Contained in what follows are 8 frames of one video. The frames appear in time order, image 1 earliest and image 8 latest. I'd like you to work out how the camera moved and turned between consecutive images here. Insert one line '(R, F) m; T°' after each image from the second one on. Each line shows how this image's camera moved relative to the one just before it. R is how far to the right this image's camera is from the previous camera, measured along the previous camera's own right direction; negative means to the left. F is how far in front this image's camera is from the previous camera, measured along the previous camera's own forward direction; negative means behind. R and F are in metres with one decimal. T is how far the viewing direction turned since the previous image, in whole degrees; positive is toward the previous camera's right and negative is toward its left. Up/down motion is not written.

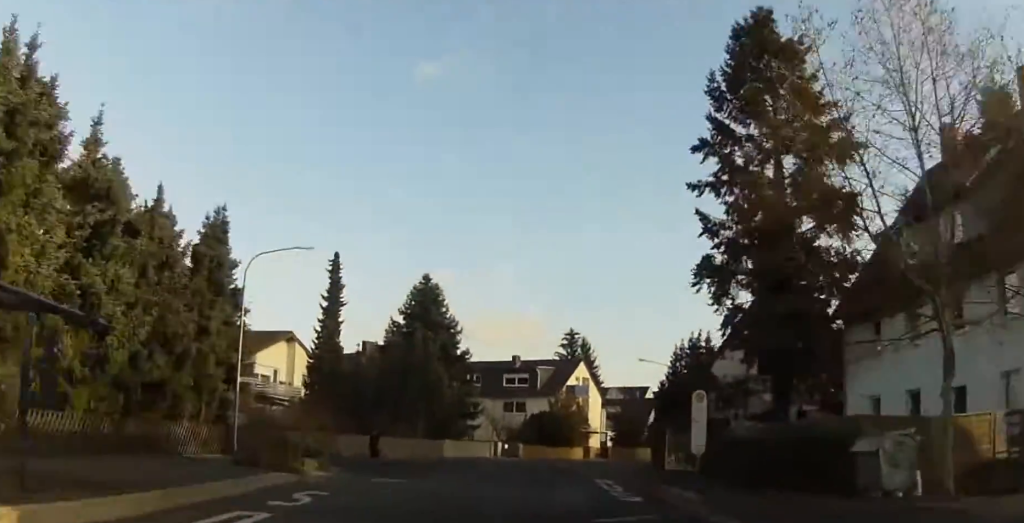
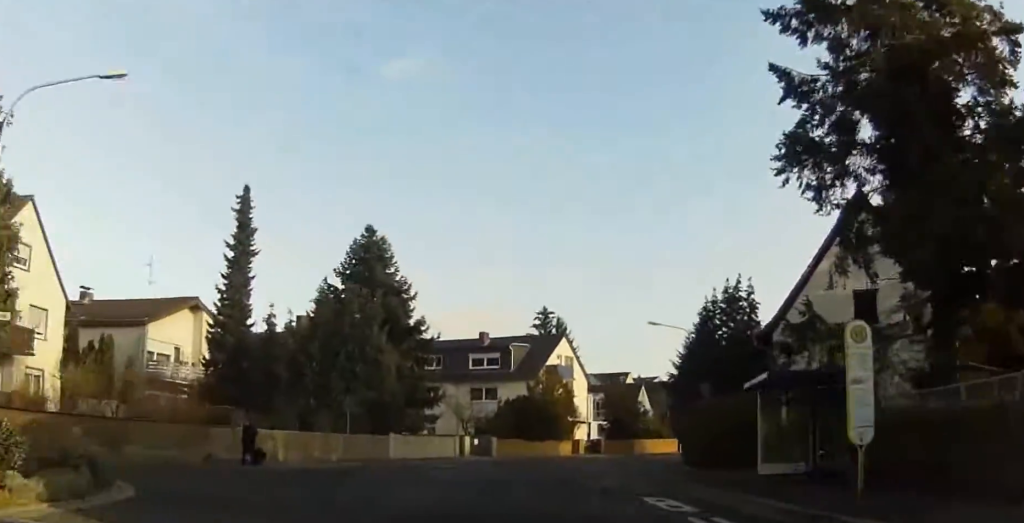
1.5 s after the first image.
(+0.2, +14.6) m; +3°
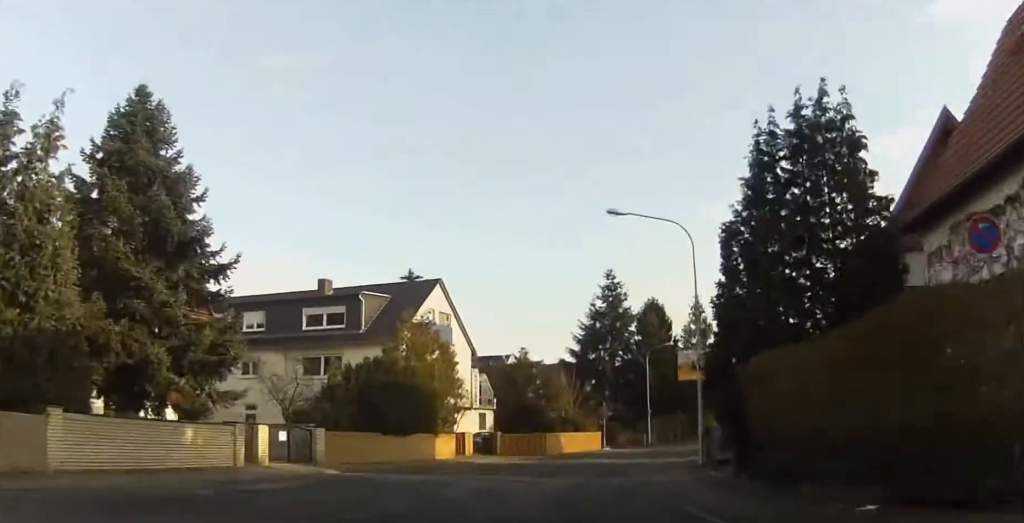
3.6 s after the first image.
(+1.3, +22.8) m; +10°
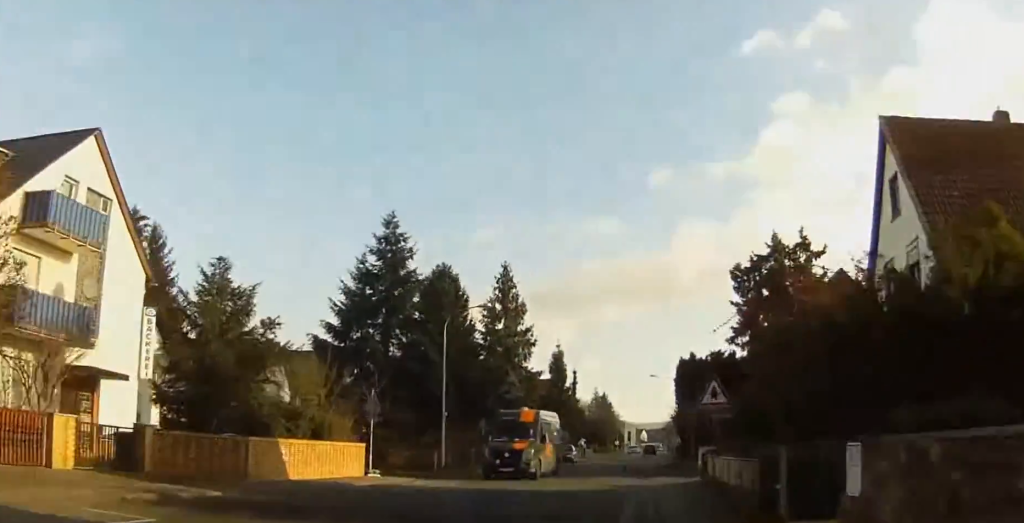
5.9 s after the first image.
(+3.1, +26.2) m; +13°
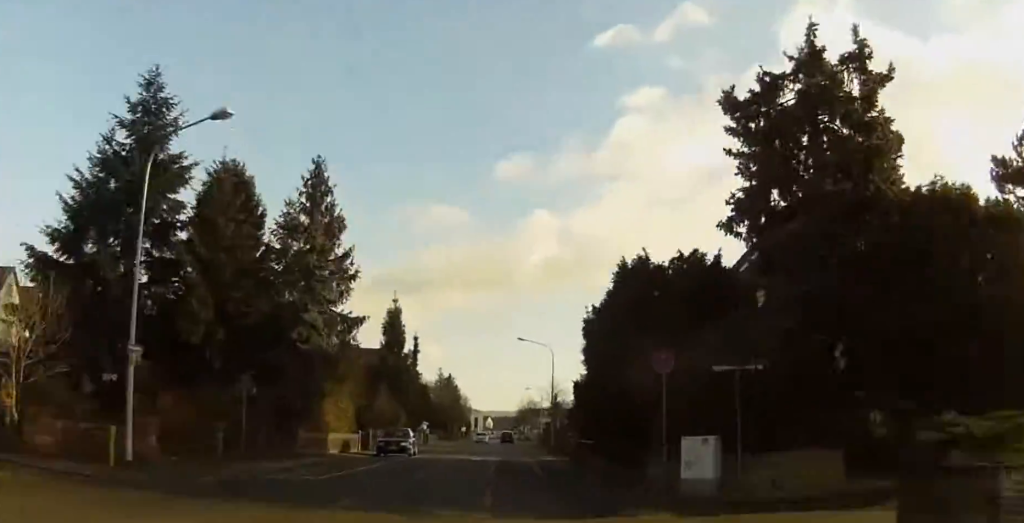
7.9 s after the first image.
(+1.9, +22.8) m; +6°
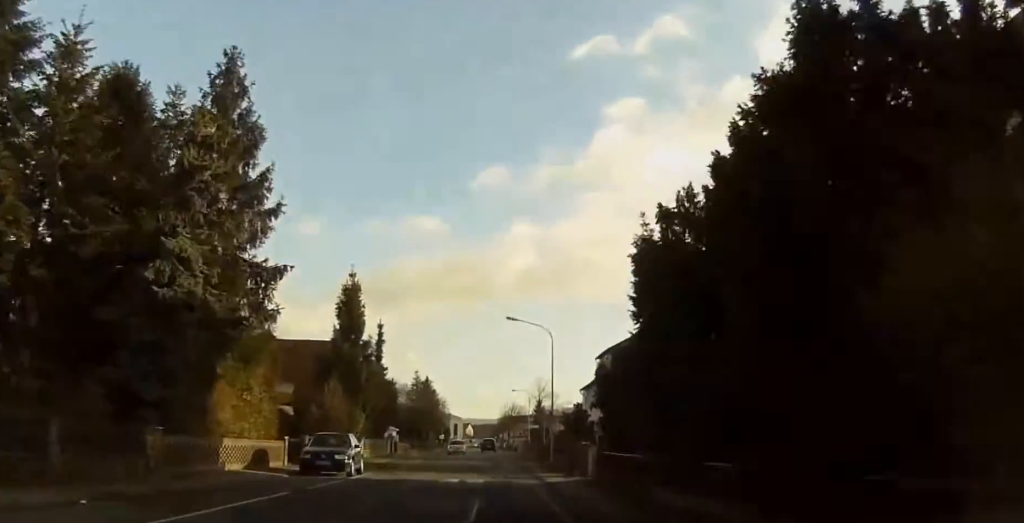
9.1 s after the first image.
(+0.5, +14.5) m; +2°
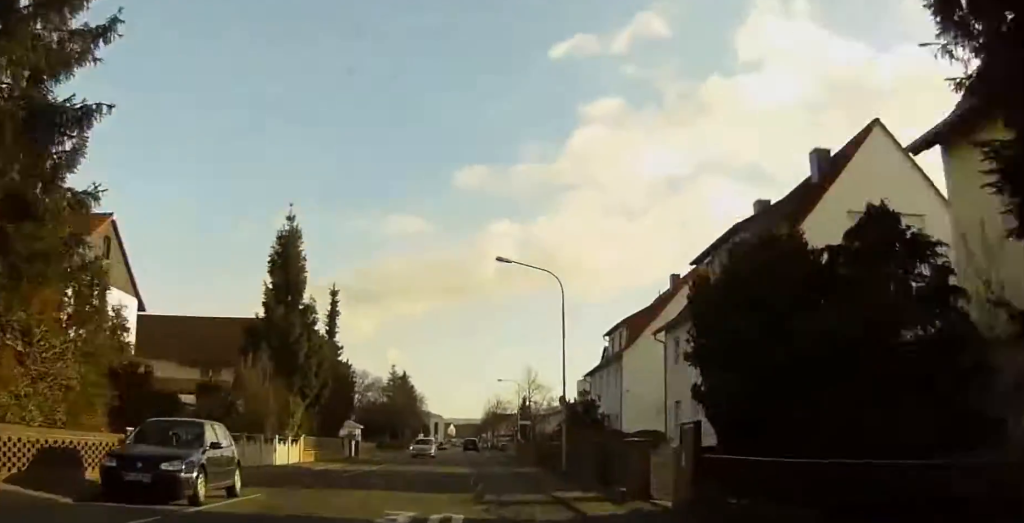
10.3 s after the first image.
(-0.1, +14.7) m; +2°
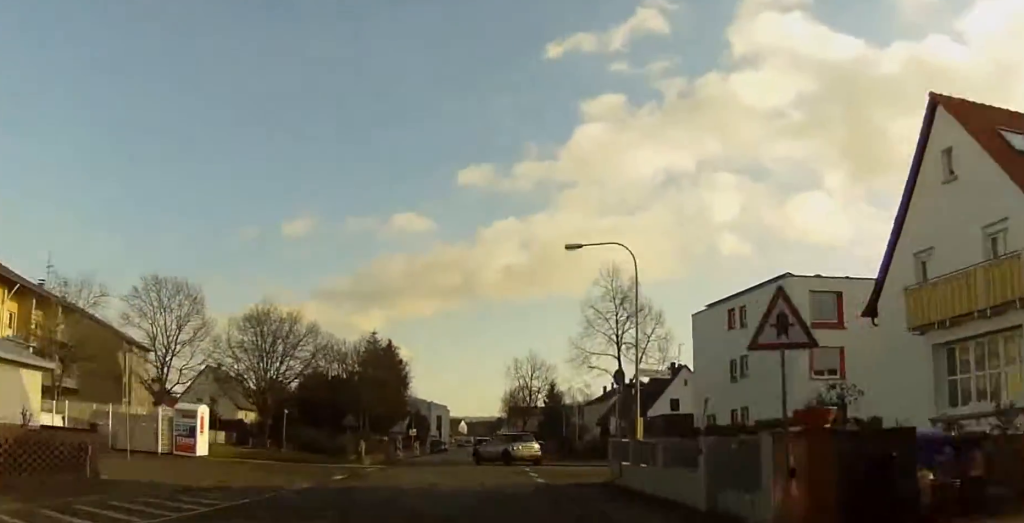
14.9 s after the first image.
(+0.1, +57.5) m; -1°
